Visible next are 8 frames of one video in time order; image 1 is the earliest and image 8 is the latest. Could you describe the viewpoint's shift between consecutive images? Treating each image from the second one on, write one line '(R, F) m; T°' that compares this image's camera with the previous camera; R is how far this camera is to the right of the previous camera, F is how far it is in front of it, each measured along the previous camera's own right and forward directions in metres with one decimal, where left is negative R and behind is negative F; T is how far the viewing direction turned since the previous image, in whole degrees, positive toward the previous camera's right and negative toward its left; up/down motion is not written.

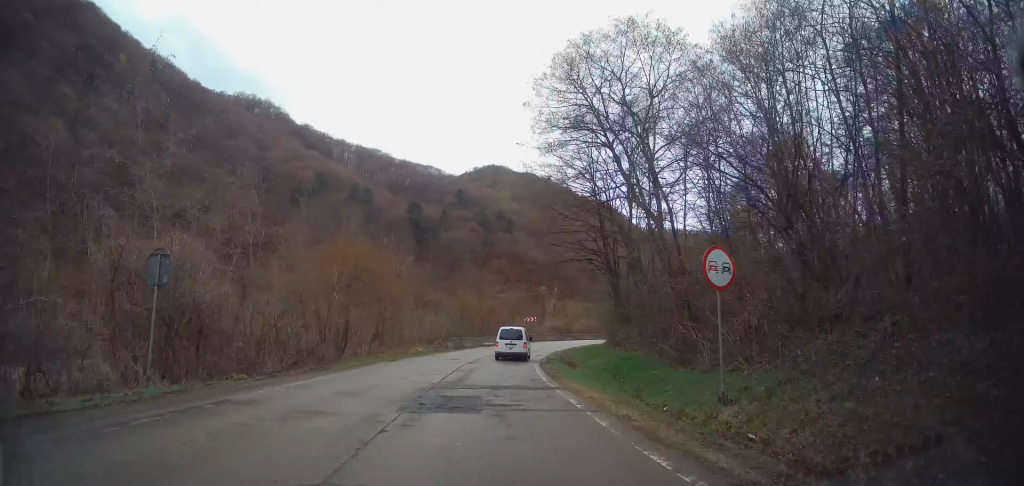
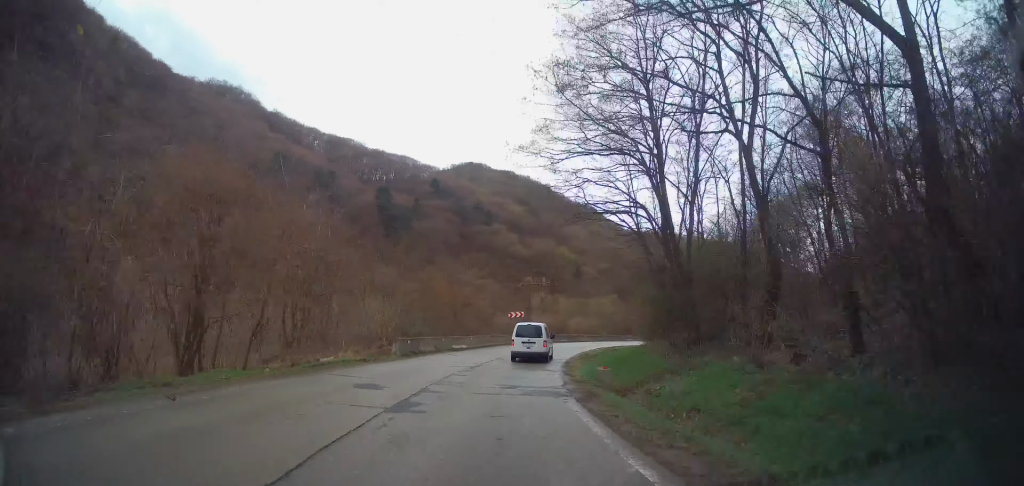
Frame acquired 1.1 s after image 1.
(+0.2, +16.6) m; +2°
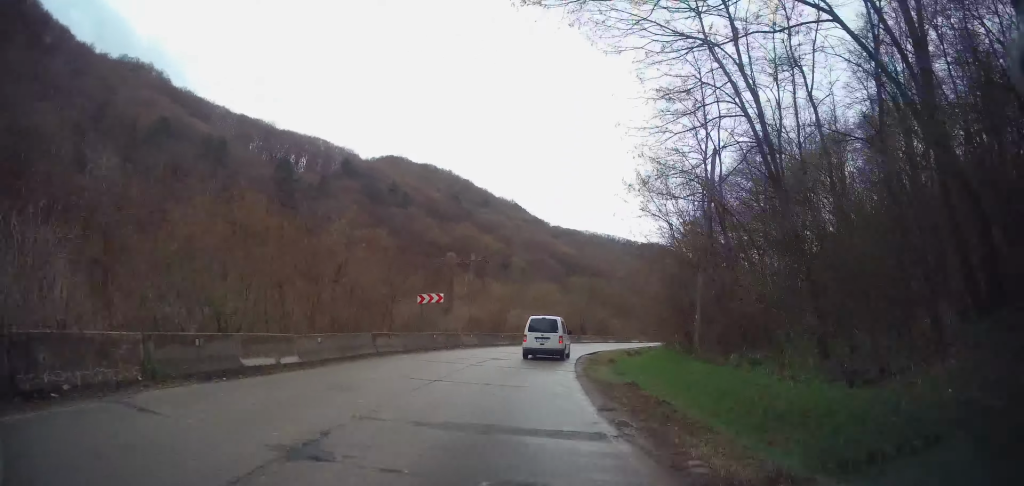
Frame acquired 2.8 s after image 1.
(+1.1, +22.1) m; +9°
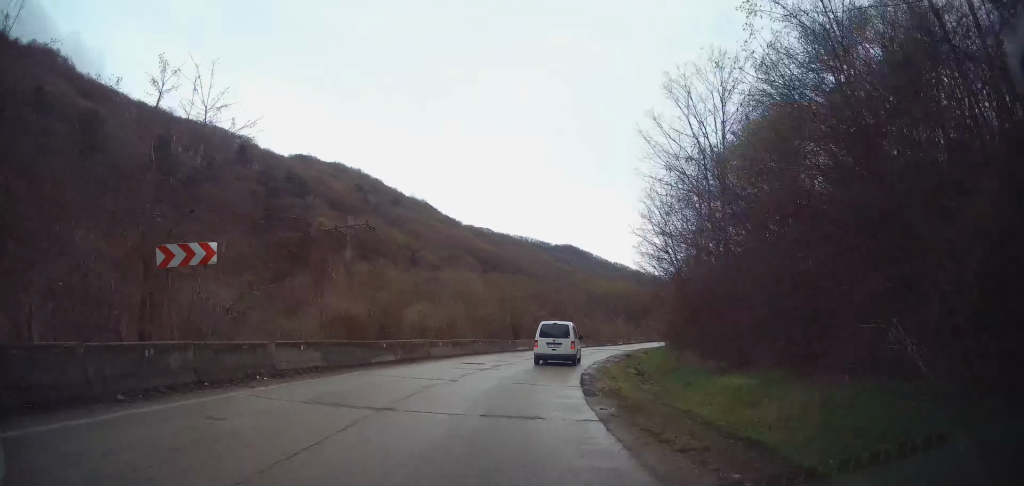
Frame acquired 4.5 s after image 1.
(+1.6, +19.1) m; +8°
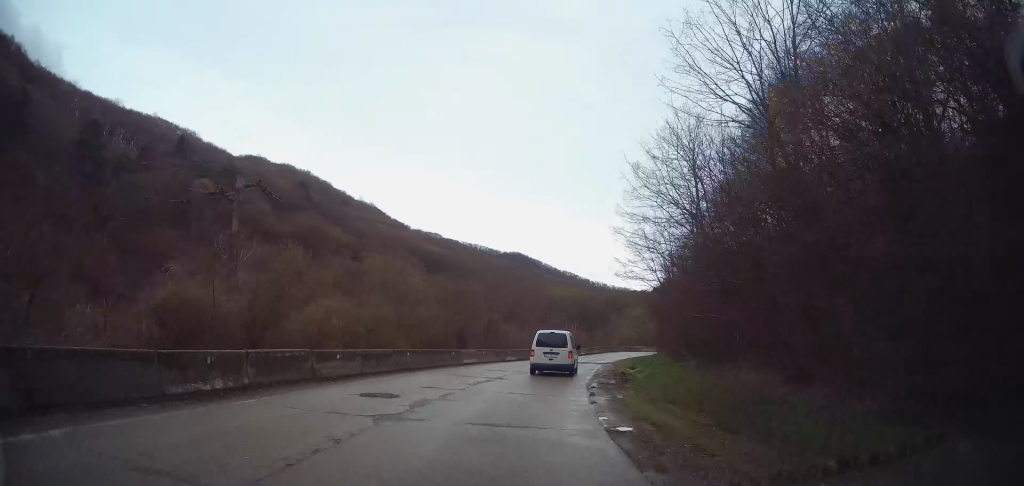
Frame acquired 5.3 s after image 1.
(+0.5, +9.8) m; +7°
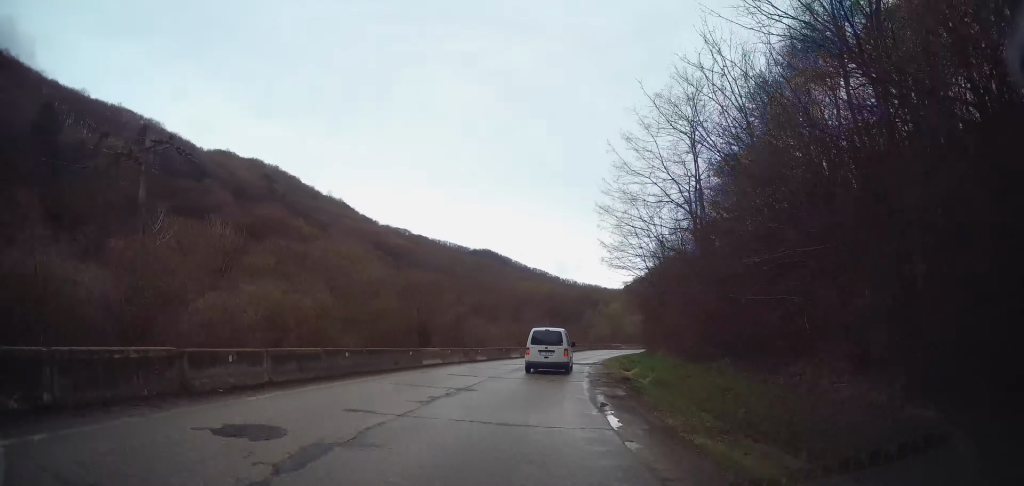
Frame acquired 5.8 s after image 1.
(+0.2, +5.2) m; +3°
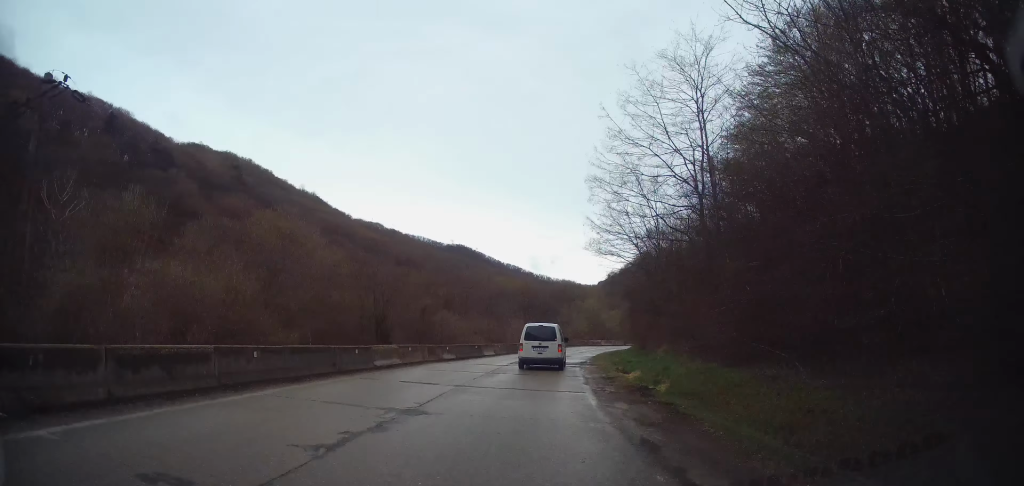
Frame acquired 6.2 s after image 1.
(+0.3, +4.8) m; +2°
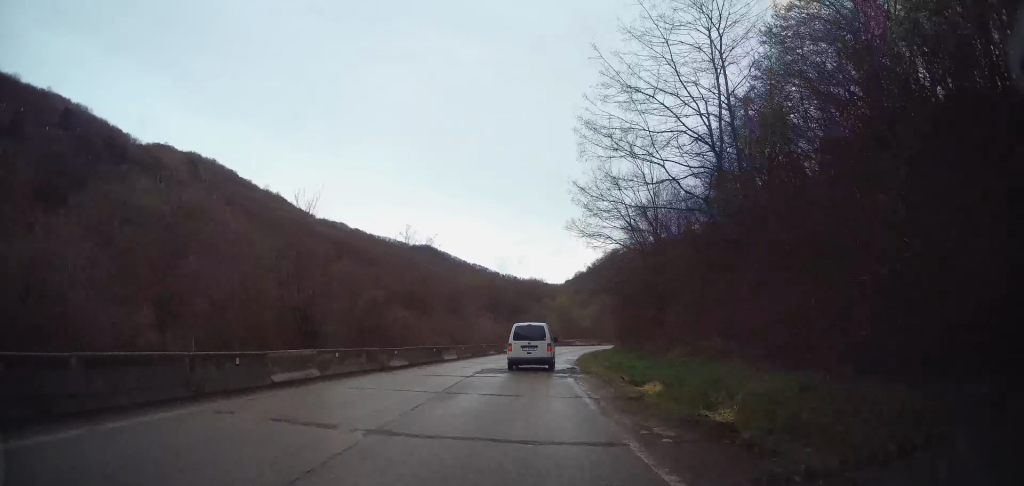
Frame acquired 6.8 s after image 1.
(+0.2, +6.3) m; +2°
